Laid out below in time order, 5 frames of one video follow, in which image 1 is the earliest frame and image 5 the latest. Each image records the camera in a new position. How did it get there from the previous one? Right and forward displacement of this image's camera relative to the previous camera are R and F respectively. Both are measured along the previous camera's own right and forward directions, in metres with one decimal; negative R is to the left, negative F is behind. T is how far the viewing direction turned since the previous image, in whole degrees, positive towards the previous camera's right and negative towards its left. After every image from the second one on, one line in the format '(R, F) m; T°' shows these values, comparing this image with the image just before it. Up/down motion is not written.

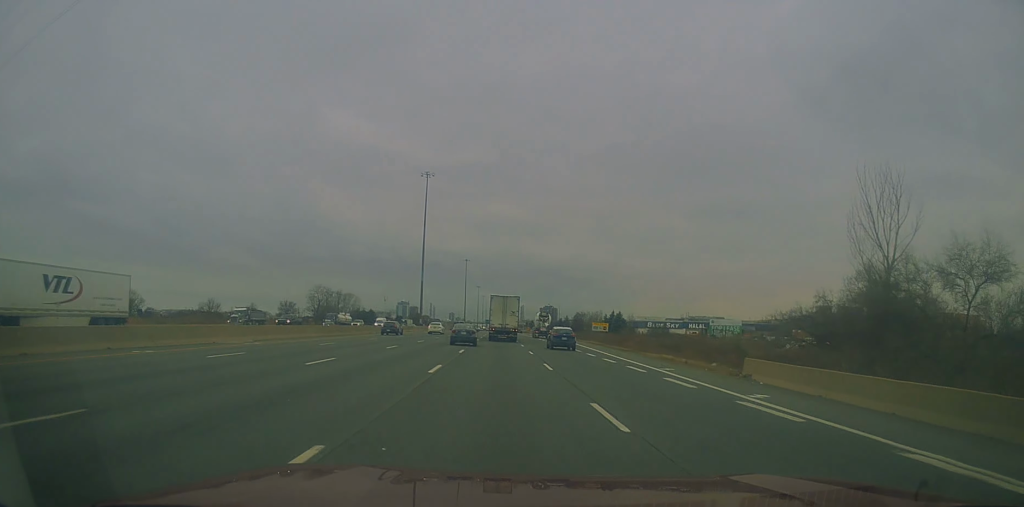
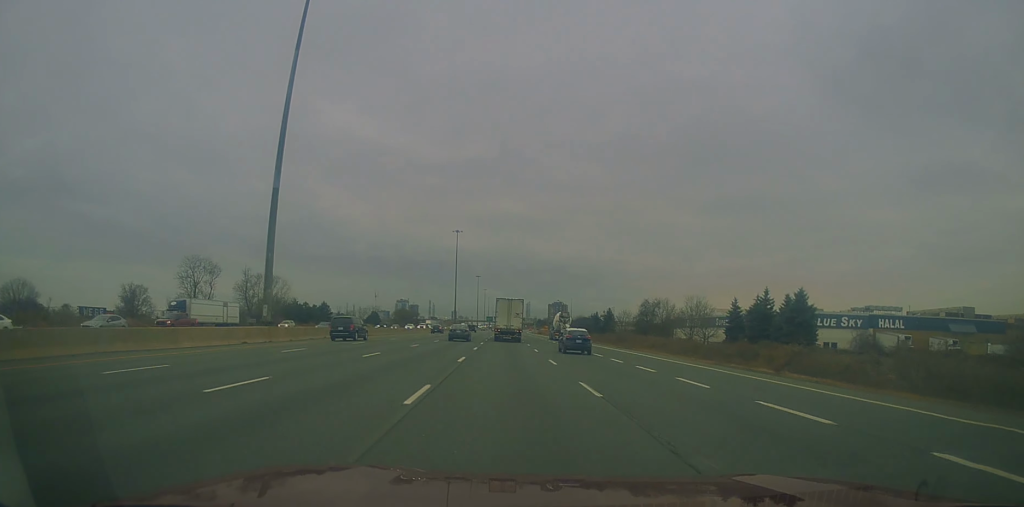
(-1.2, +90.4) m; -2°
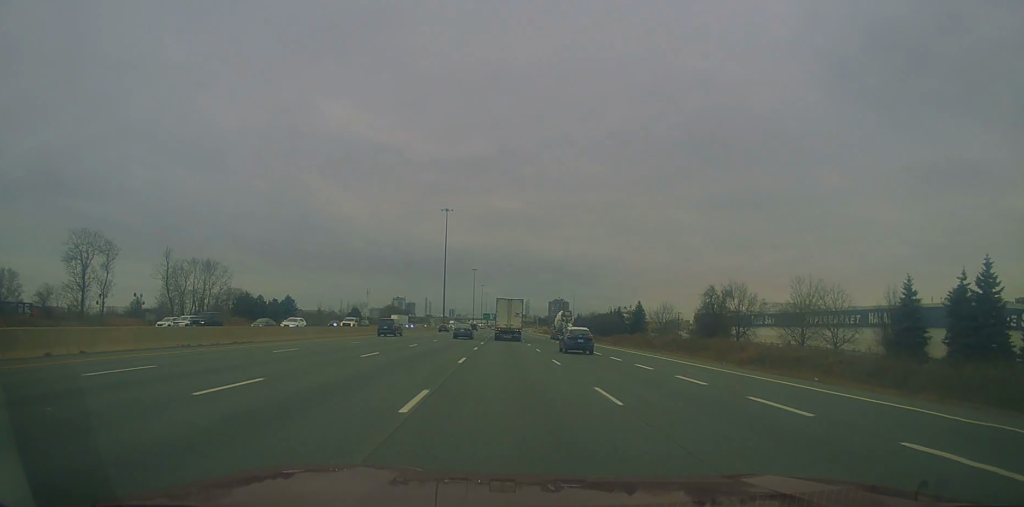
(+0.7, +37.0) m; +1°
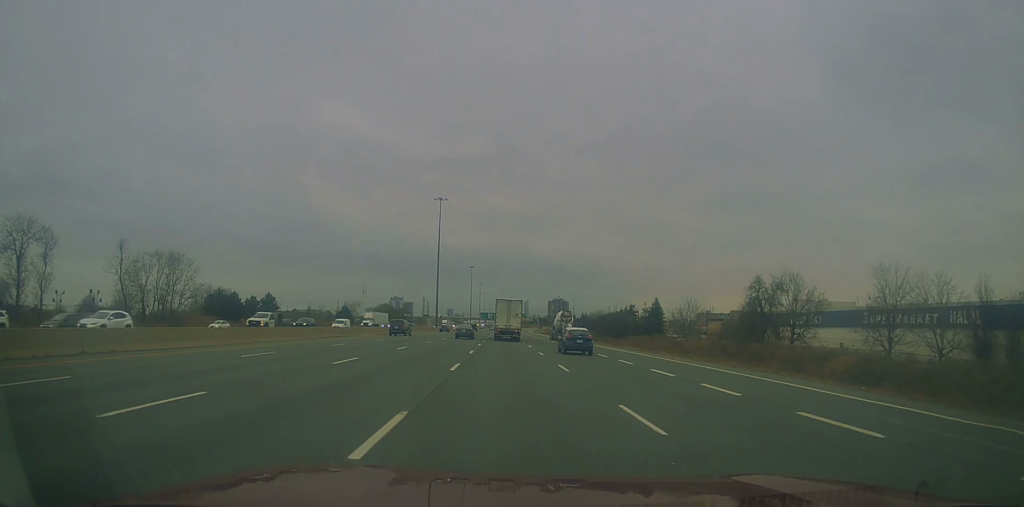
(+0.1, +15.3) m; 0°
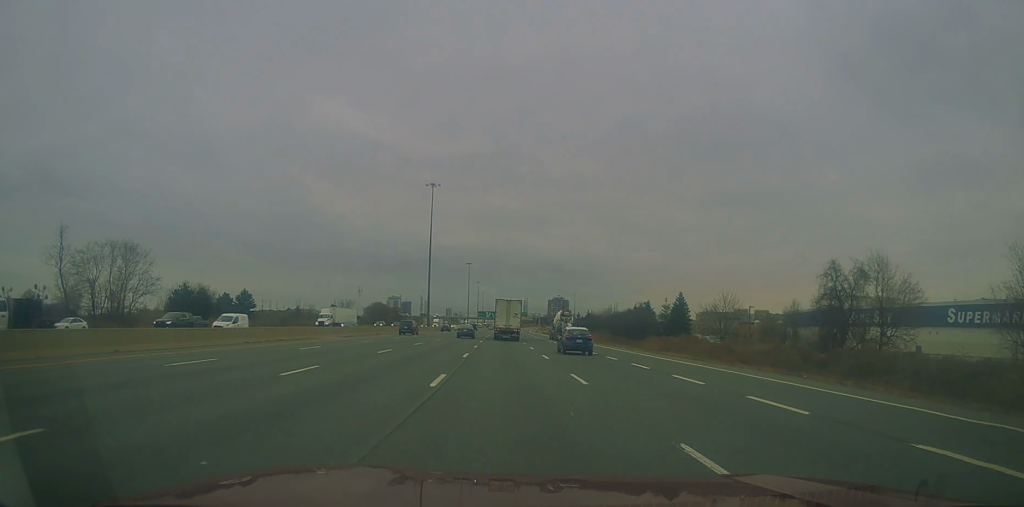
(-0.1, +16.2) m; 0°
